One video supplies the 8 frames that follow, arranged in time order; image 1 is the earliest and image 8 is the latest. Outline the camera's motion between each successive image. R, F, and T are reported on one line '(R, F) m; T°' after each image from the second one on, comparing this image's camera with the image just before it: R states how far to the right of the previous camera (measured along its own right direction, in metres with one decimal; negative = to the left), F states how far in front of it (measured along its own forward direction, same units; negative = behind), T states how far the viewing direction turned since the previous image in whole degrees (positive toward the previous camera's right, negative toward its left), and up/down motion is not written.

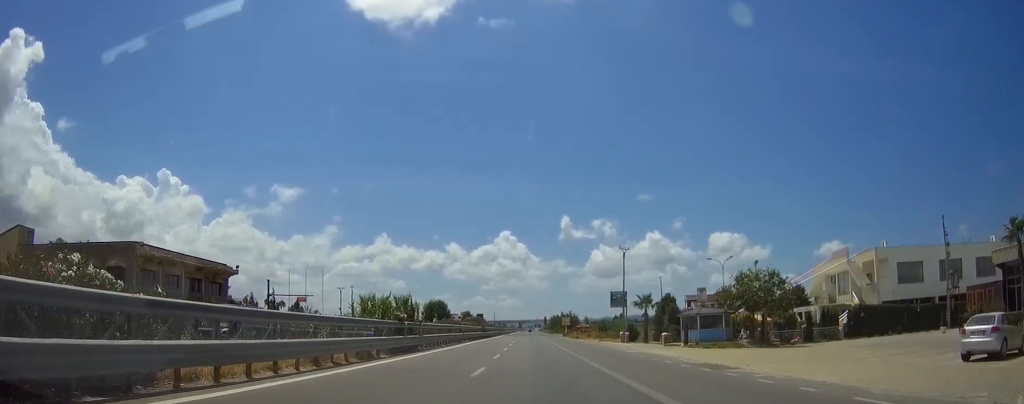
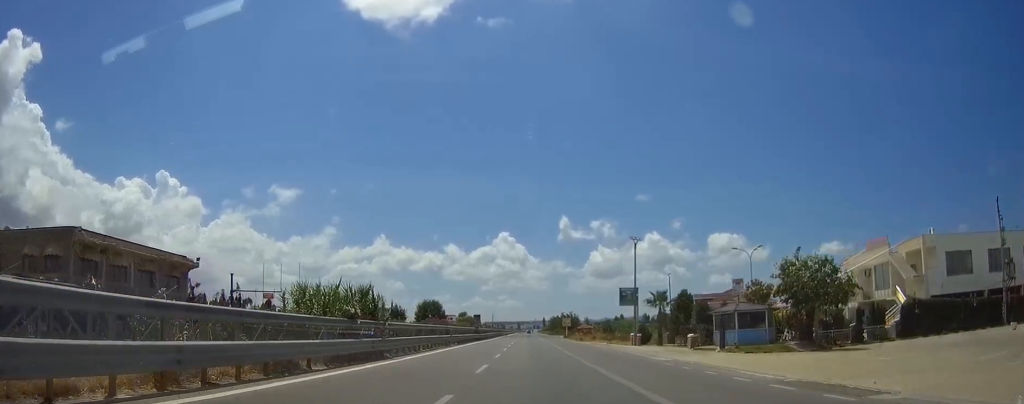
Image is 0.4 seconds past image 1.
(0.0, +8.8) m; 0°
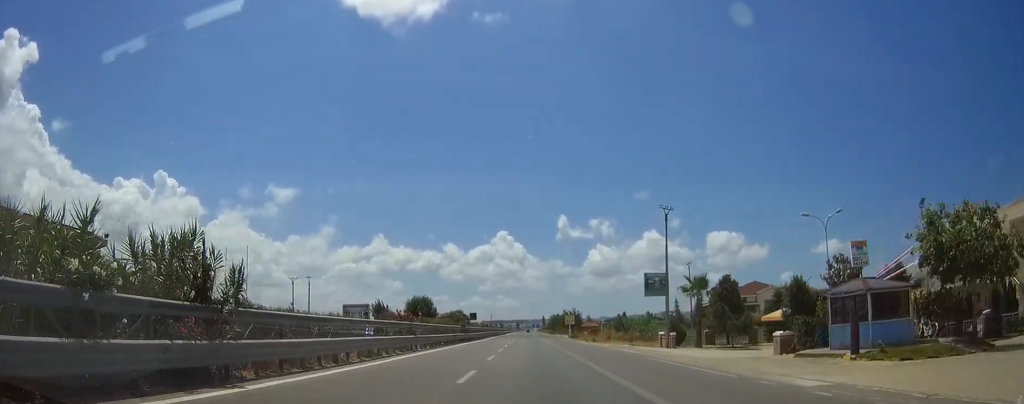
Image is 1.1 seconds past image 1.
(0.0, +15.9) m; 0°
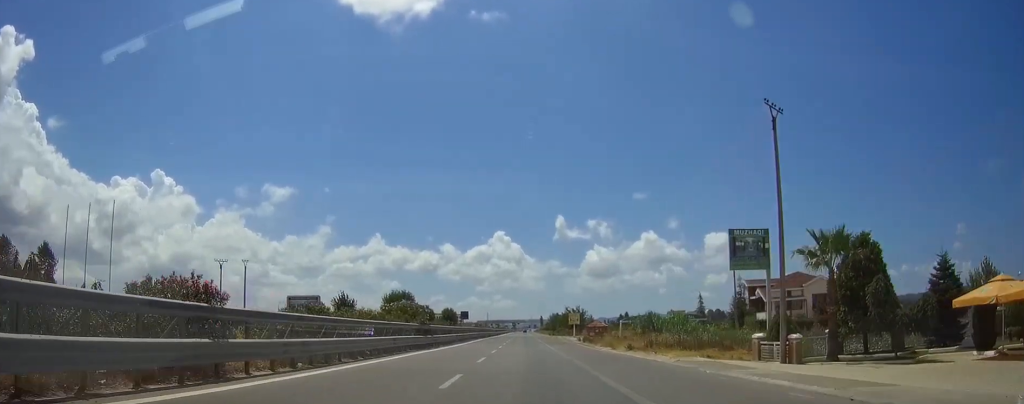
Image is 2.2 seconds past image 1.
(0.0, +25.5) m; 0°
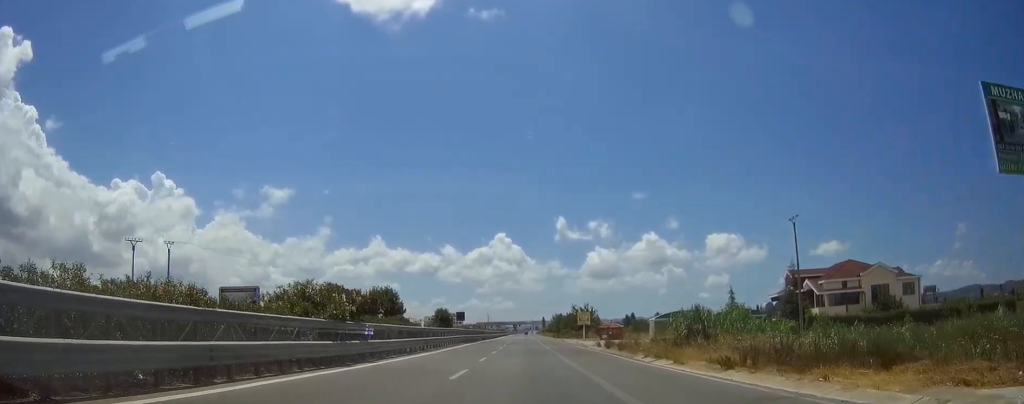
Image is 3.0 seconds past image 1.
(+0.1, +19.9) m; 0°
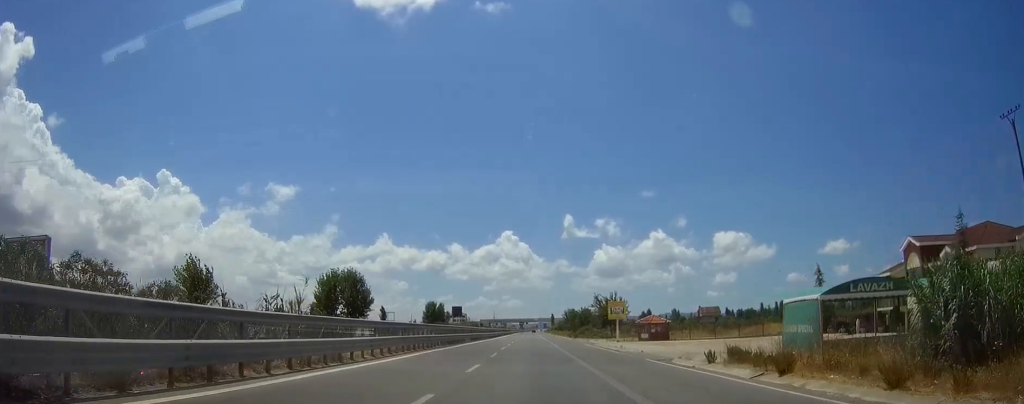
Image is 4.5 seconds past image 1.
(-0.2, +33.7) m; -1°
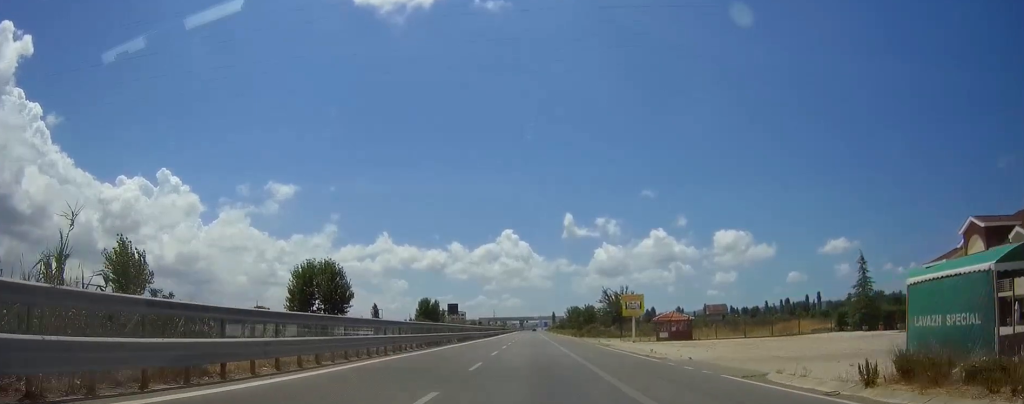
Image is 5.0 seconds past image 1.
(0.0, +12.5) m; 0°
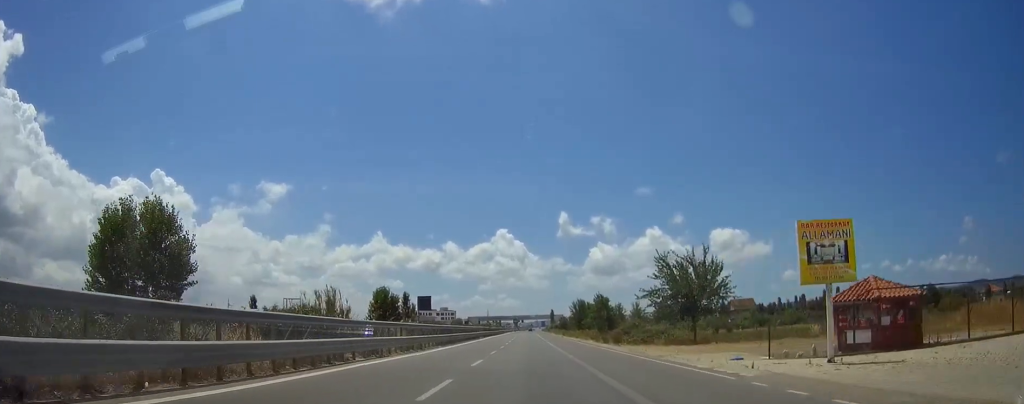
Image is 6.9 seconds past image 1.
(+0.1, +46.4) m; 0°
